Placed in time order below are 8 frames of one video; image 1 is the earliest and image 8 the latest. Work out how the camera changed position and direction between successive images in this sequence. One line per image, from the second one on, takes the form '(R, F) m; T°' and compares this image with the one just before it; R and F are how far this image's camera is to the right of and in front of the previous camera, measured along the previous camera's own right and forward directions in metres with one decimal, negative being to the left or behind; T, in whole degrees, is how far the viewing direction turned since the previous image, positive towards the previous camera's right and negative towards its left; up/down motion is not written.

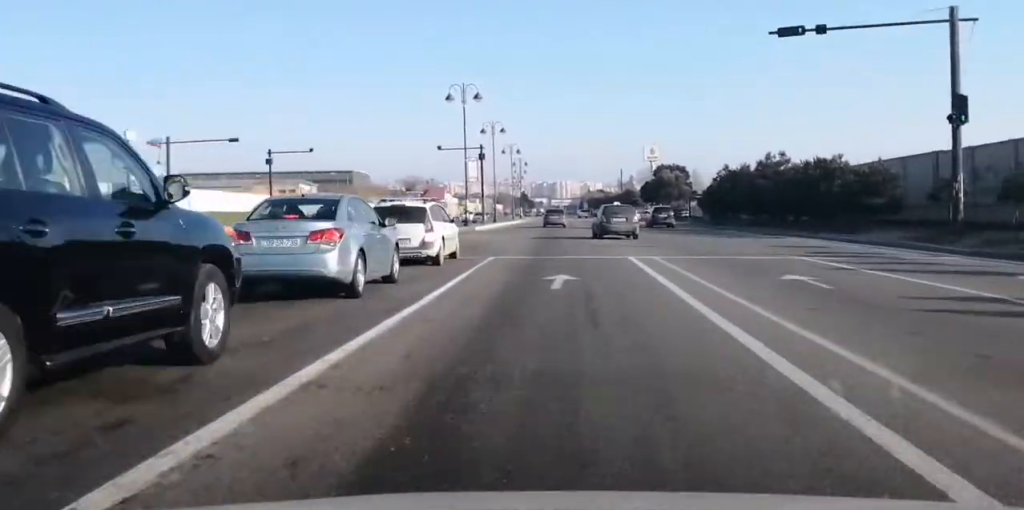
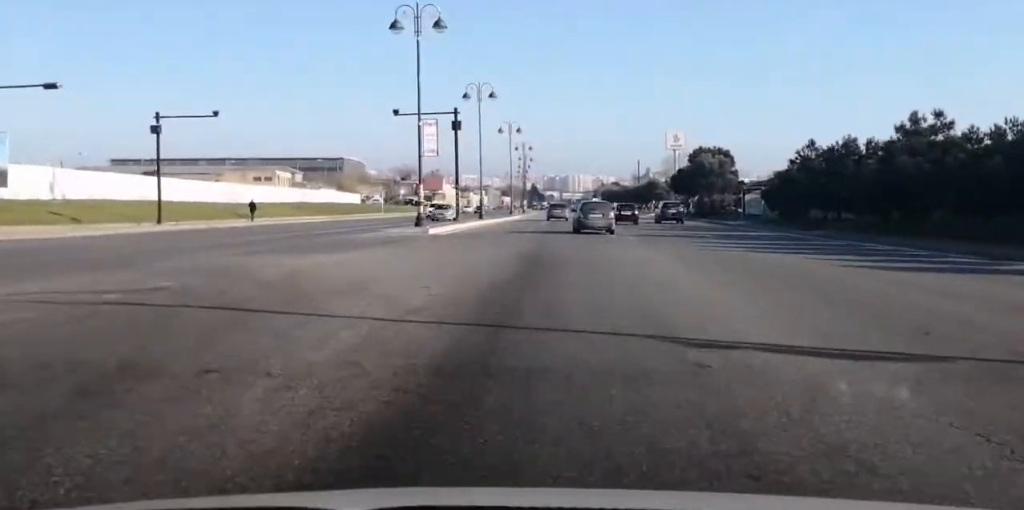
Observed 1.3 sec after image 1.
(+0.5, +23.8) m; +1°
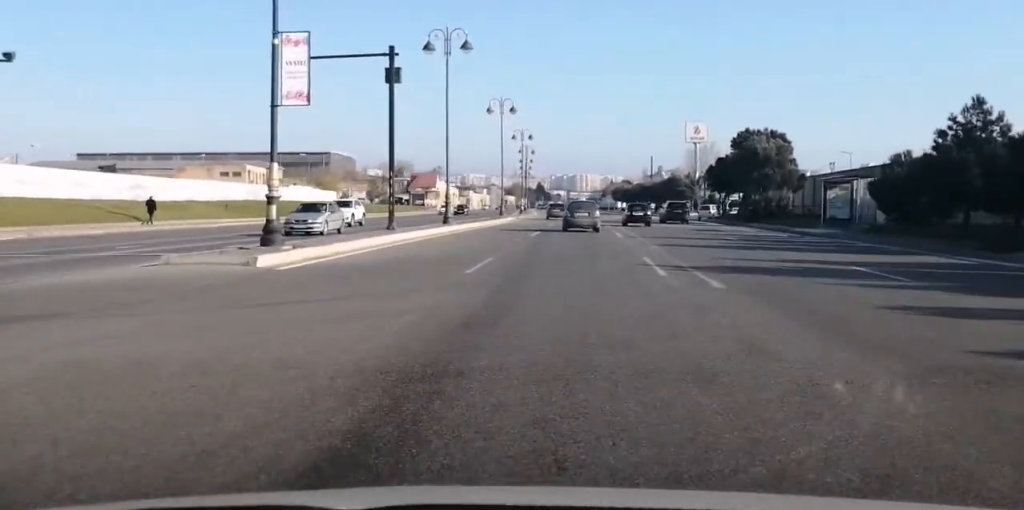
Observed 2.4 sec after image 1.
(-0.1, +21.6) m; -1°
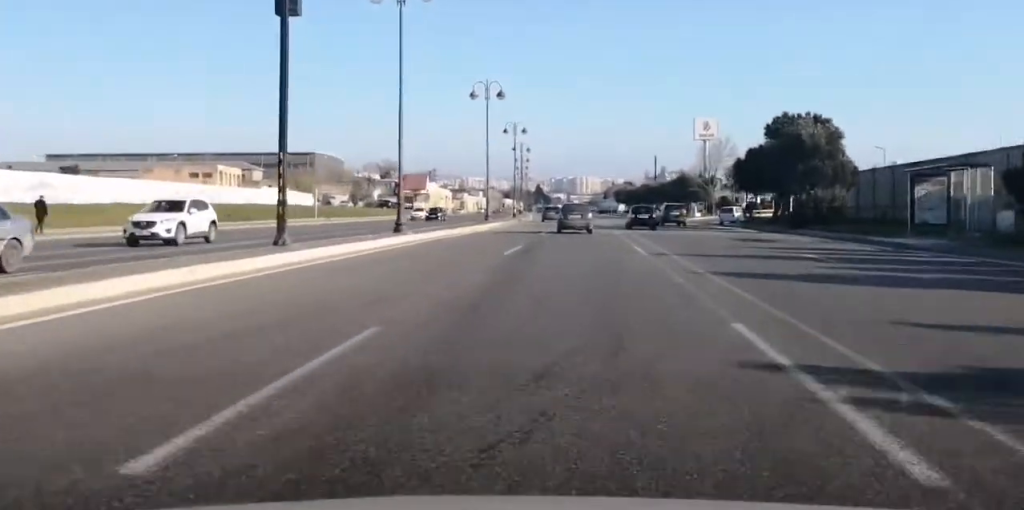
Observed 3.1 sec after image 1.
(-0.1, +12.8) m; -1°
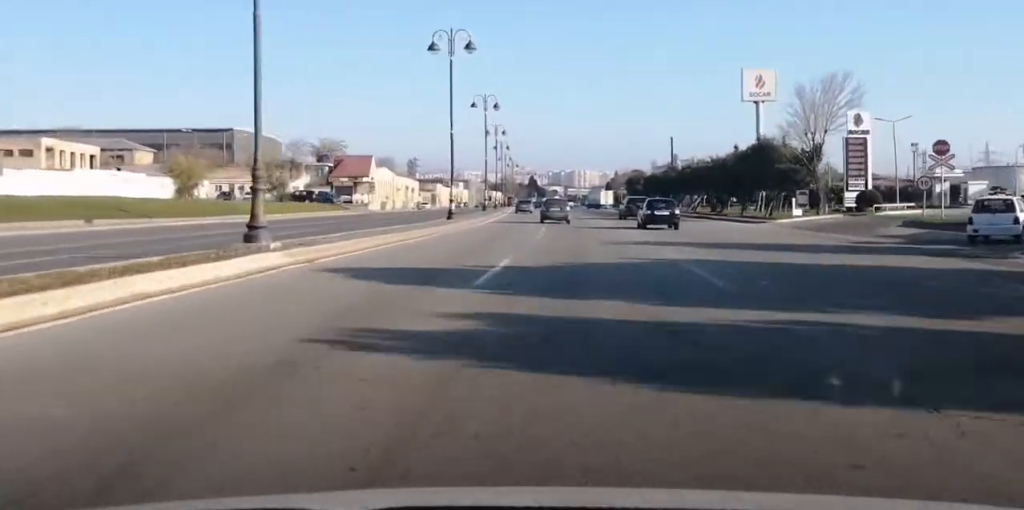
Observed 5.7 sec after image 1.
(+0.7, +48.6) m; 0°
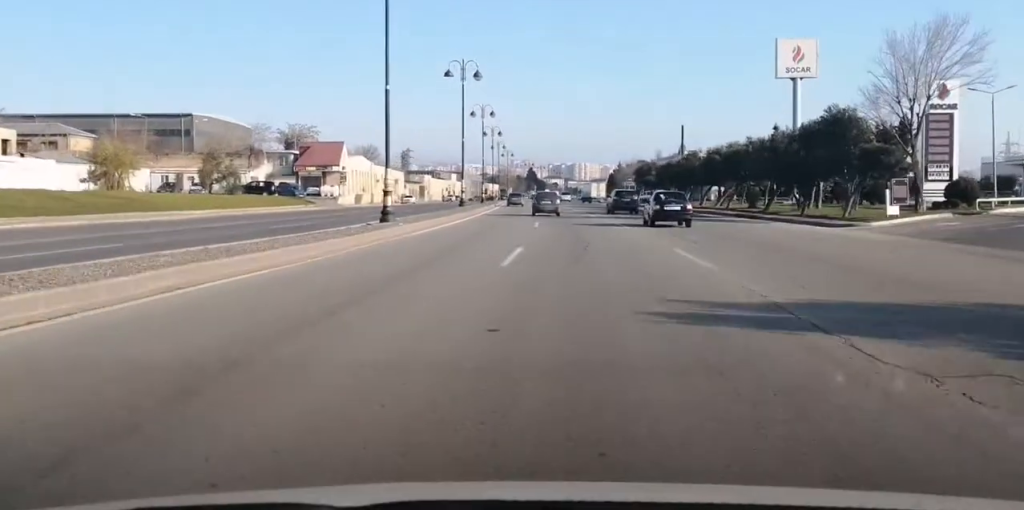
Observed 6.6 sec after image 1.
(-0.5, +17.5) m; 0°
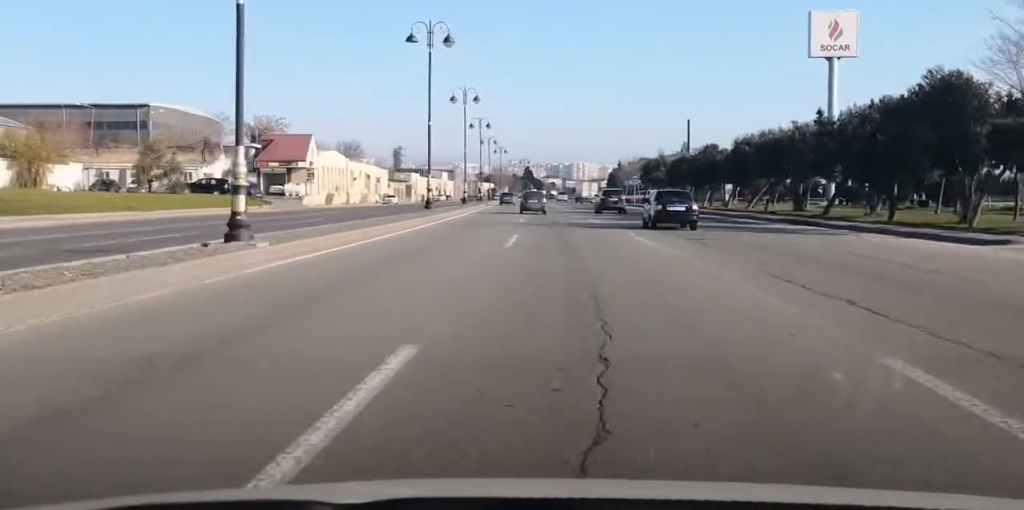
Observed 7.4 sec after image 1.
(+0.2, +14.3) m; 0°
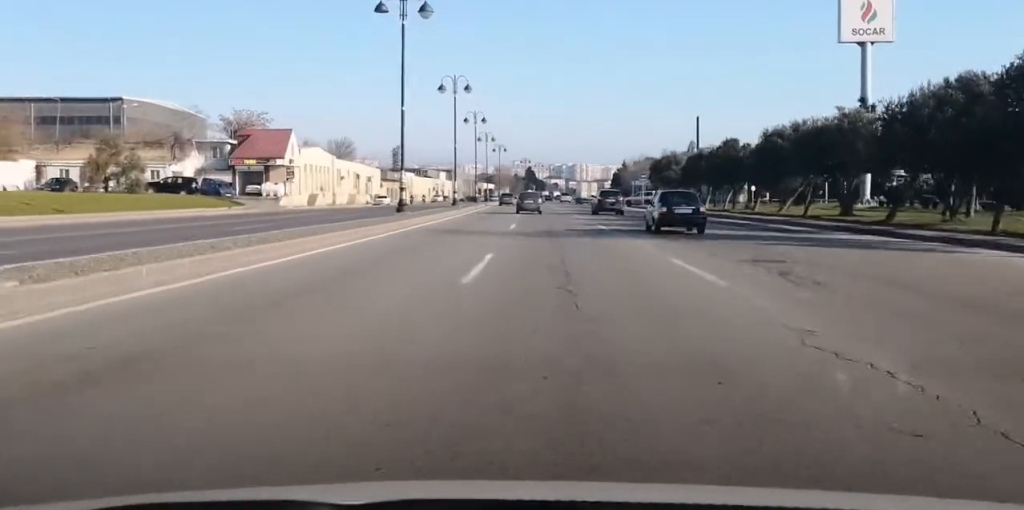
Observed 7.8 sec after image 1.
(+0.2, +7.8) m; 0°
